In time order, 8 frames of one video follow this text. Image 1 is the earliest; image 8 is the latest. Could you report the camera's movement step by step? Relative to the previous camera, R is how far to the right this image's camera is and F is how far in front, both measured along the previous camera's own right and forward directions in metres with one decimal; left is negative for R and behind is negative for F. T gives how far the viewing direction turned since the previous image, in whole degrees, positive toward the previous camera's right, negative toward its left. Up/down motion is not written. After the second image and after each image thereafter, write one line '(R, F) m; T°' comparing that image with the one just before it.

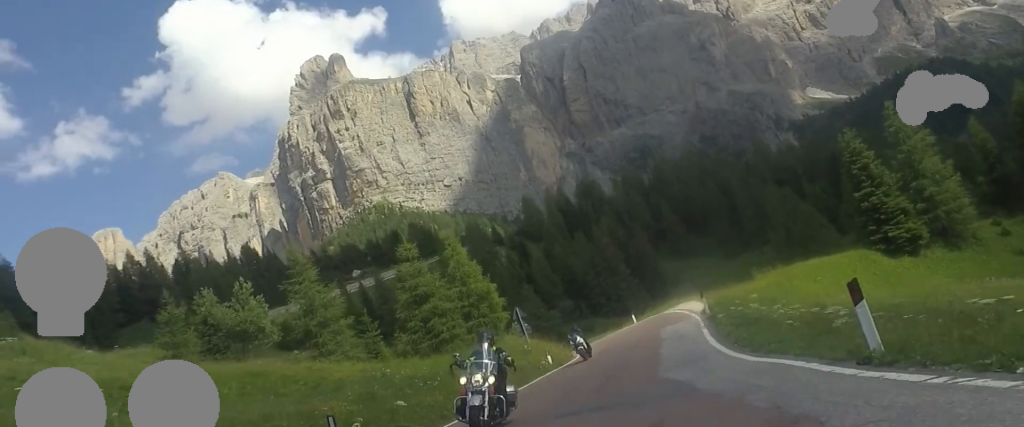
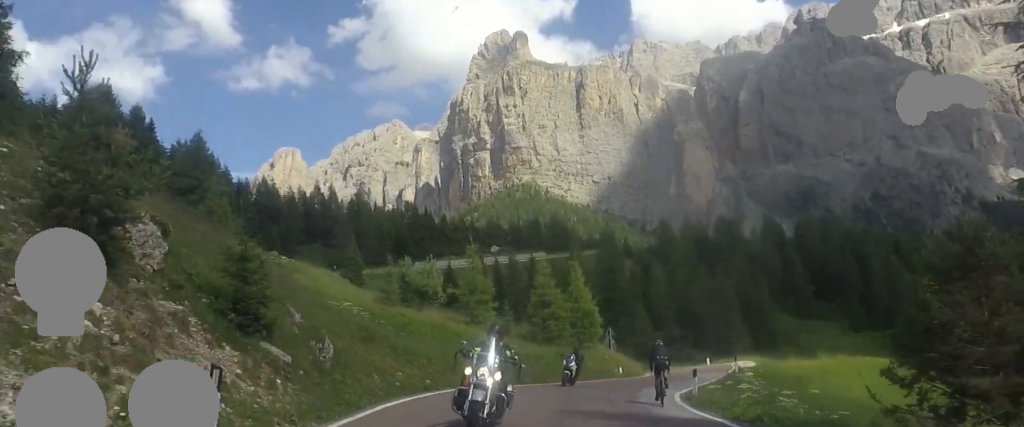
(-0.9, +14.6) m; -5°
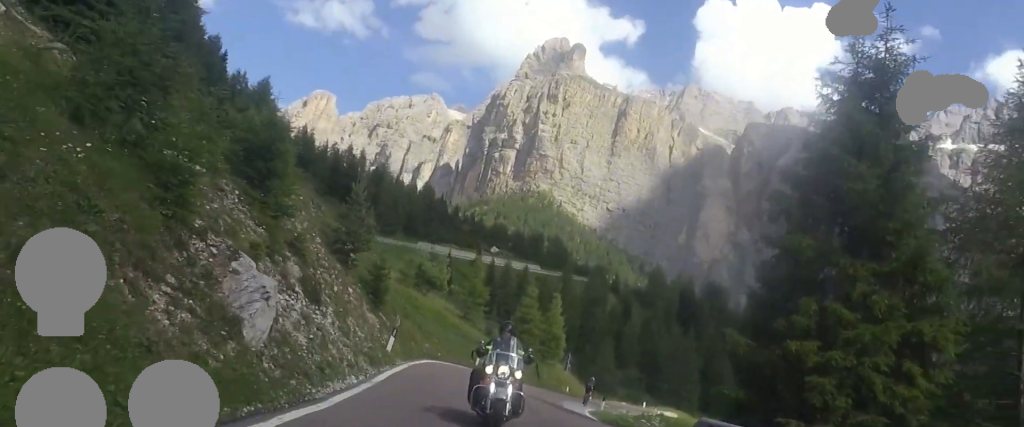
(-0.2, +10.9) m; +9°
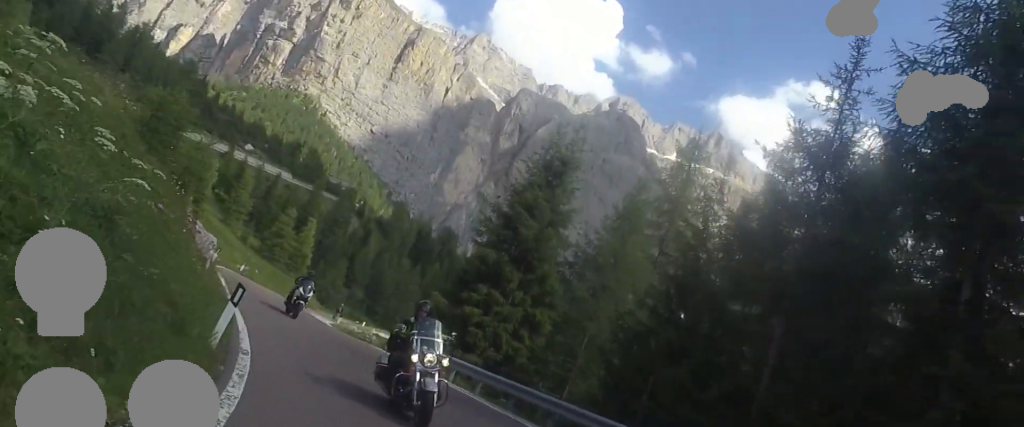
(+2.0, +8.8) m; +25°
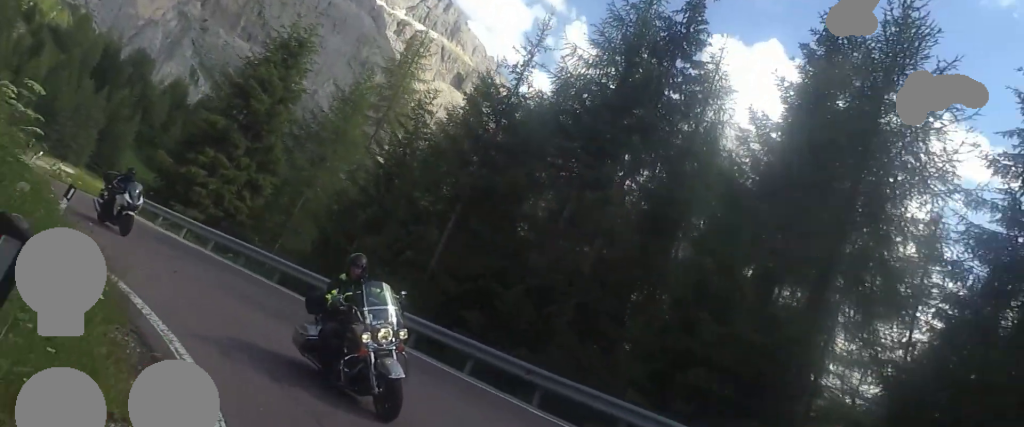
(+0.6, +4.7) m; +24°
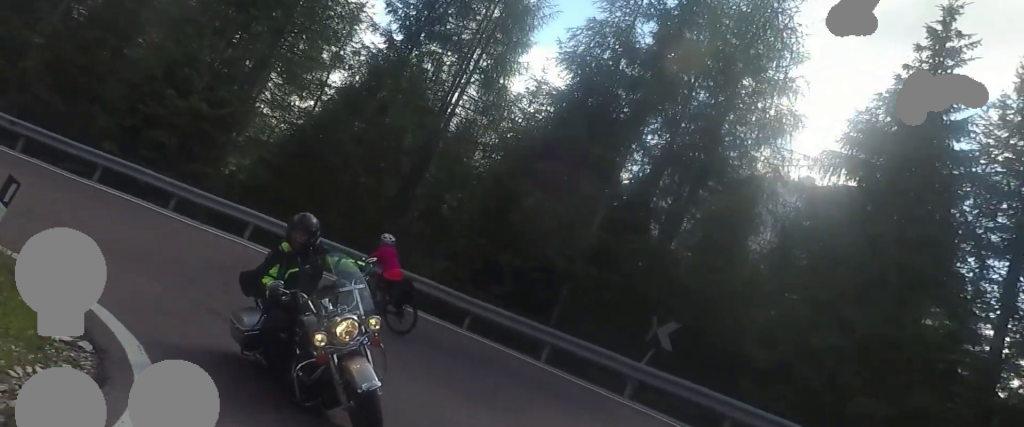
(+2.4, +5.5) m; +62°
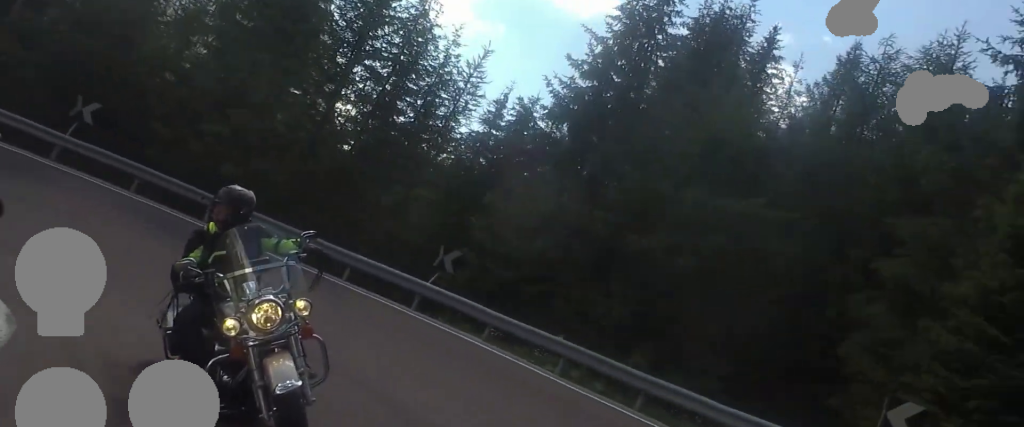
(+3.5, +4.8) m; +45°
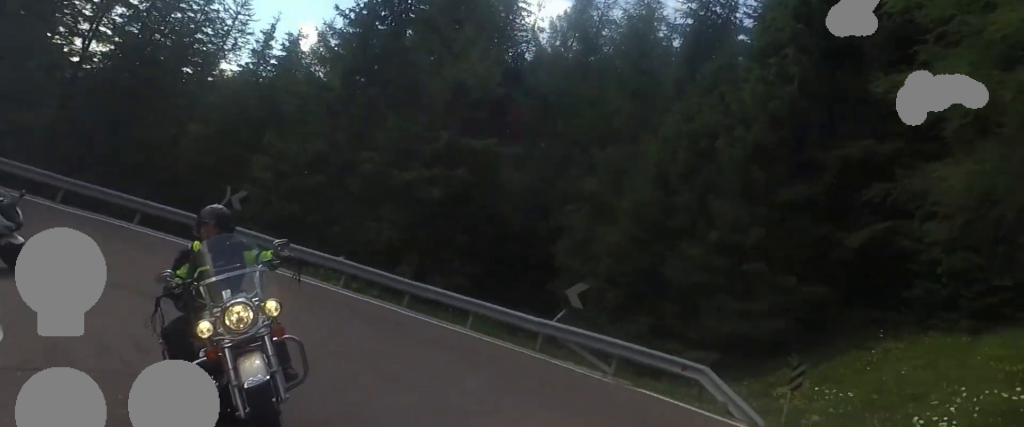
(+0.1, +3.3) m; +9°
